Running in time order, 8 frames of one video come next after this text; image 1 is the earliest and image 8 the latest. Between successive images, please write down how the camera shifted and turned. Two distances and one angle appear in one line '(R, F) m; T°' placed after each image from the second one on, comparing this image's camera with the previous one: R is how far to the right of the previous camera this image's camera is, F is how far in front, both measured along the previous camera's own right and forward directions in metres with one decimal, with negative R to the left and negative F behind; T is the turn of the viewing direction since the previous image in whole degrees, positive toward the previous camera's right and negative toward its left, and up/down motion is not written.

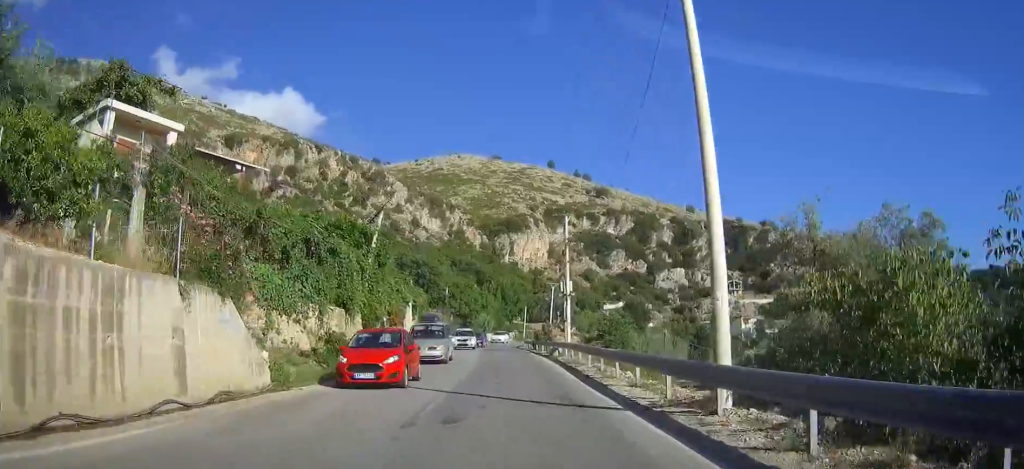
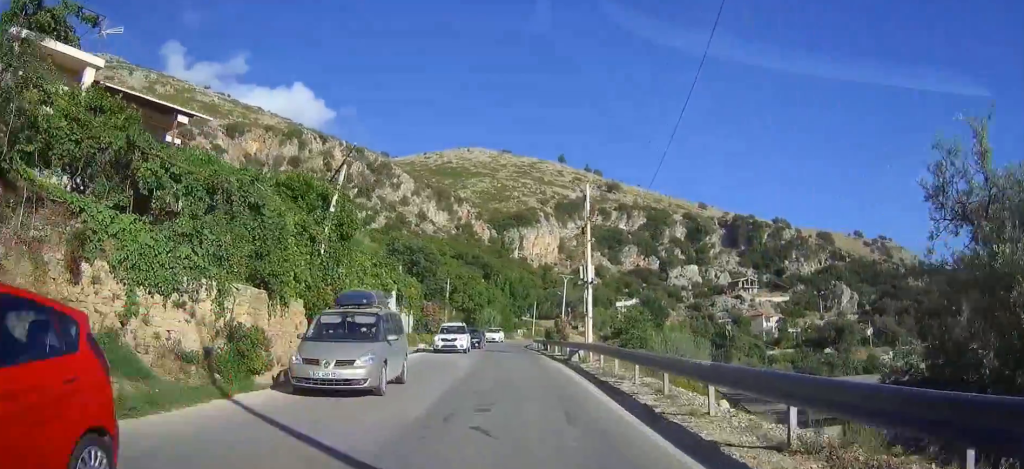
(0.0, +8.6) m; 0°
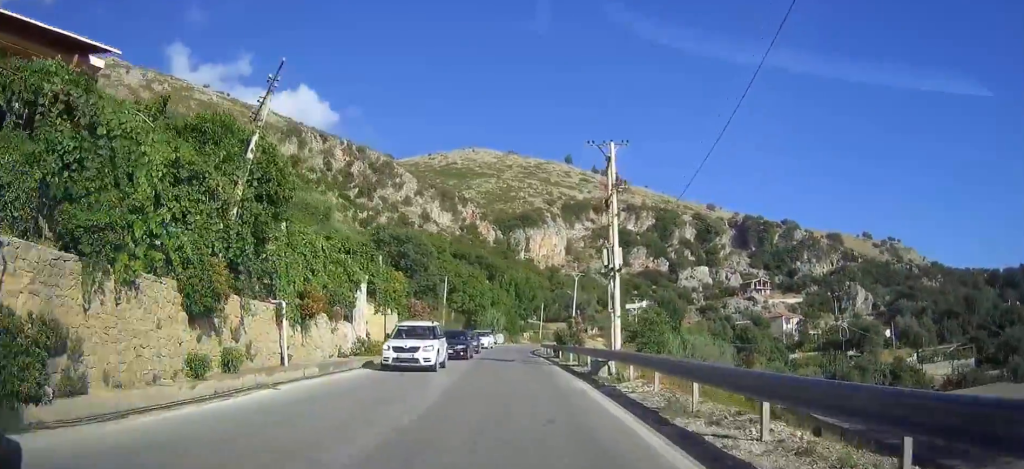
(0.0, +8.4) m; 0°
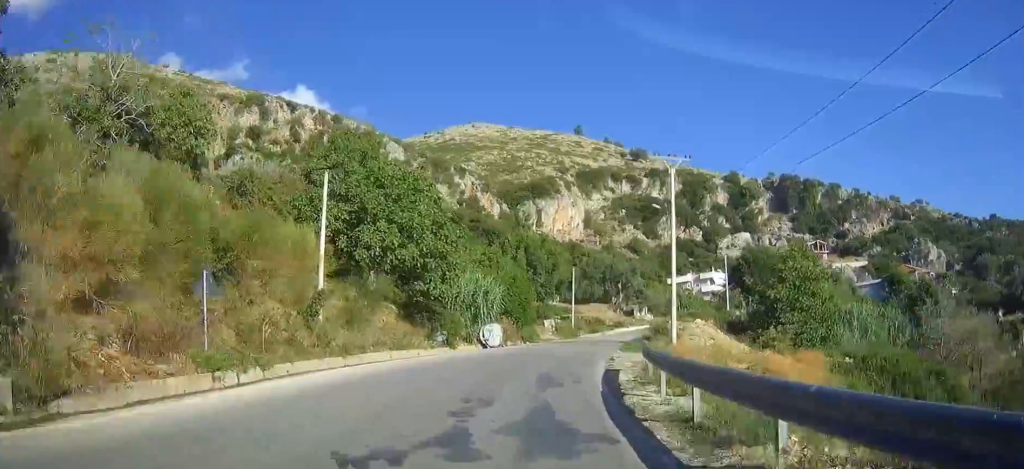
(-0.4, +46.6) m; -2°
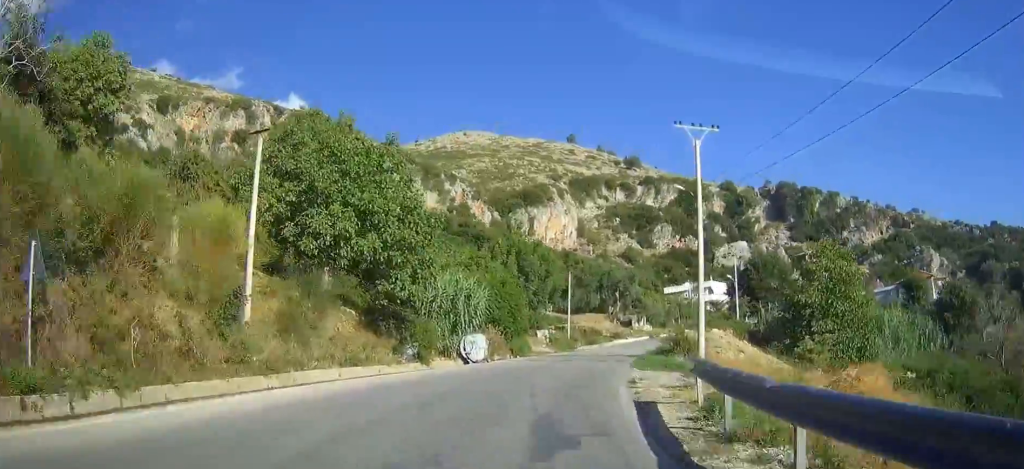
(0.0, +6.1) m; 0°
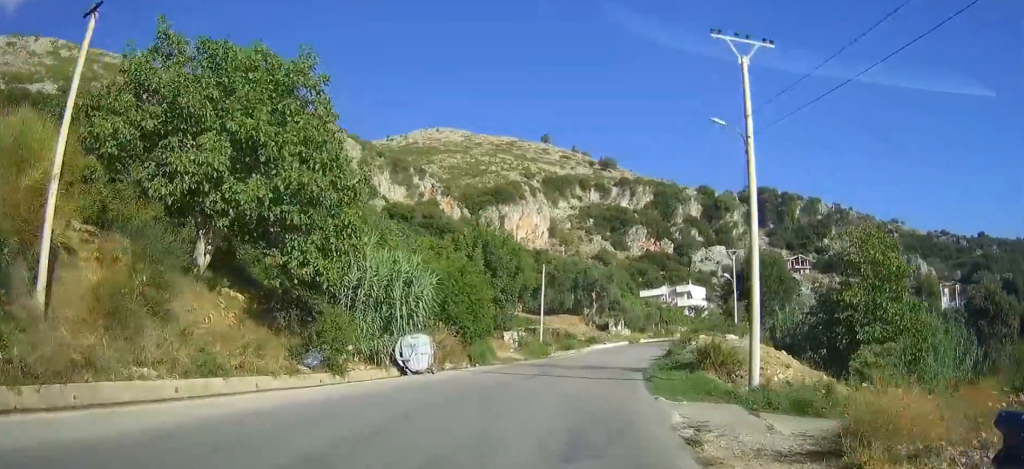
(-0.1, +8.4) m; +2°
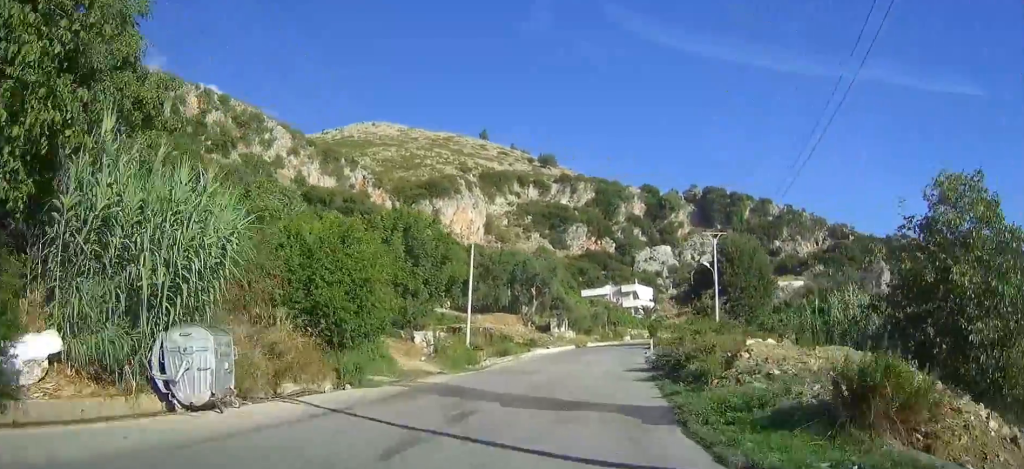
(+0.5, +11.7) m; +5°
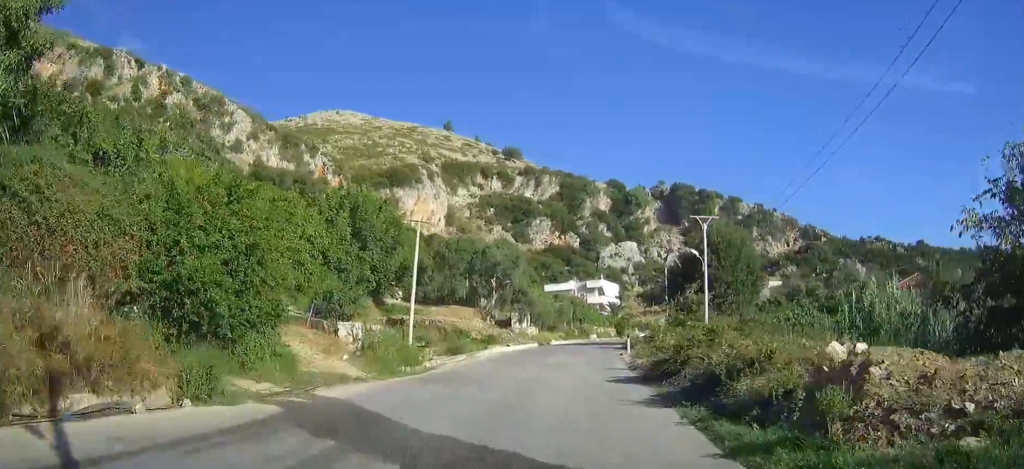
(+0.1, +6.4) m; +3°
